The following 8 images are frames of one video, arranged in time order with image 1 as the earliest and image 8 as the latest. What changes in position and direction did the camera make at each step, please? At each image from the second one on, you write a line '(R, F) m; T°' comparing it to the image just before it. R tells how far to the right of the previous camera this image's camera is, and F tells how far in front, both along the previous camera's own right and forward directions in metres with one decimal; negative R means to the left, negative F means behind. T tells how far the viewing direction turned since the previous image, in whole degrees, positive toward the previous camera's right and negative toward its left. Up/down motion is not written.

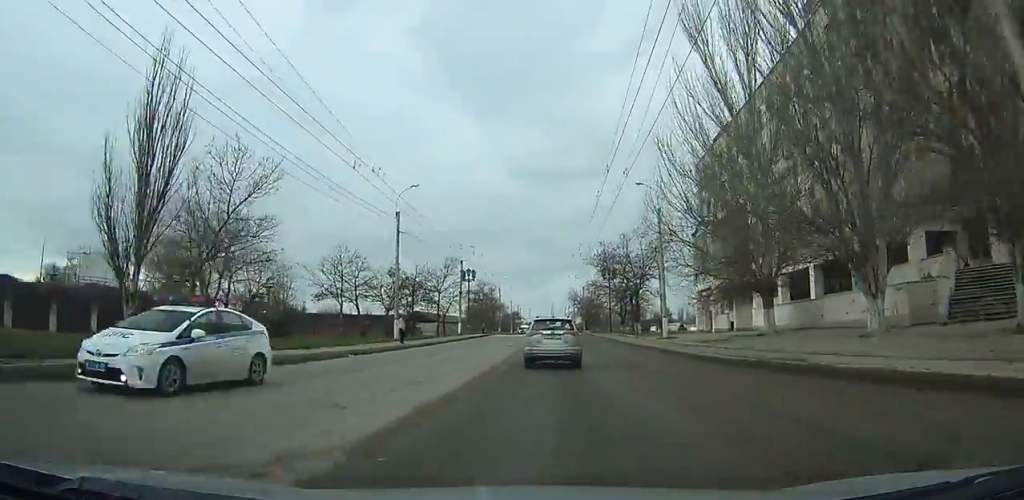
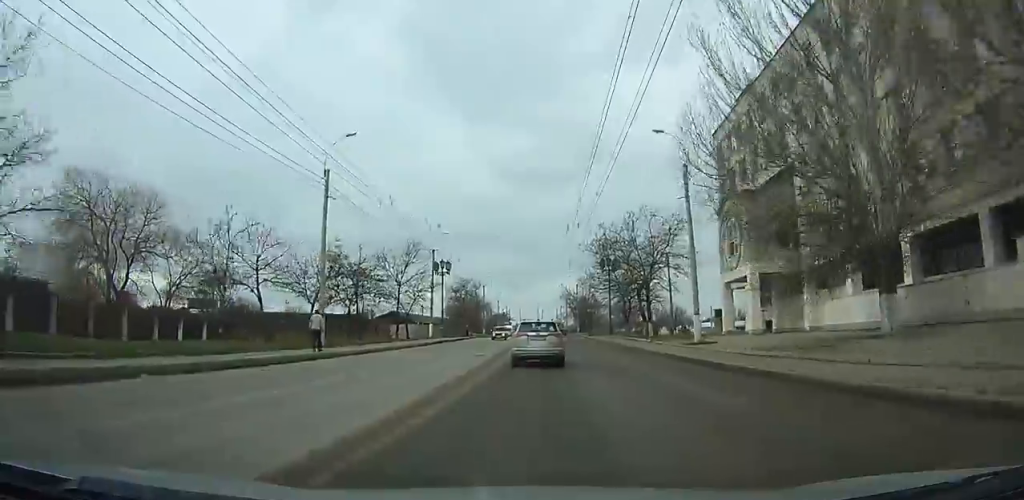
(0.0, +13.7) m; +1°
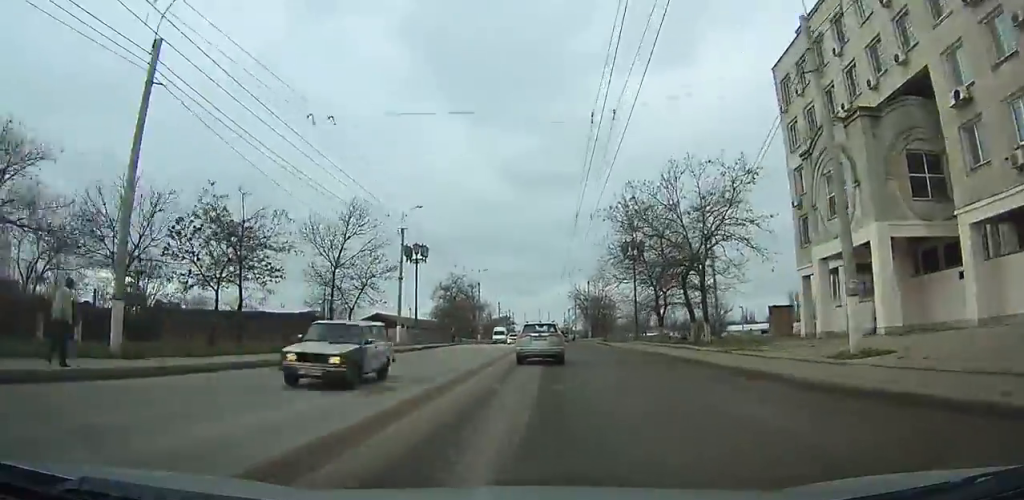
(+0.1, +17.3) m; +1°
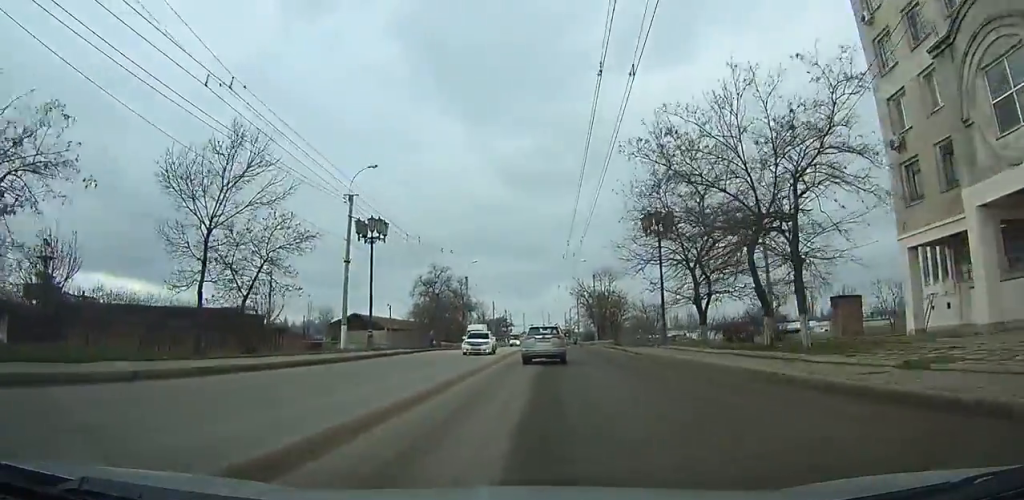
(+0.1, +13.6) m; +1°
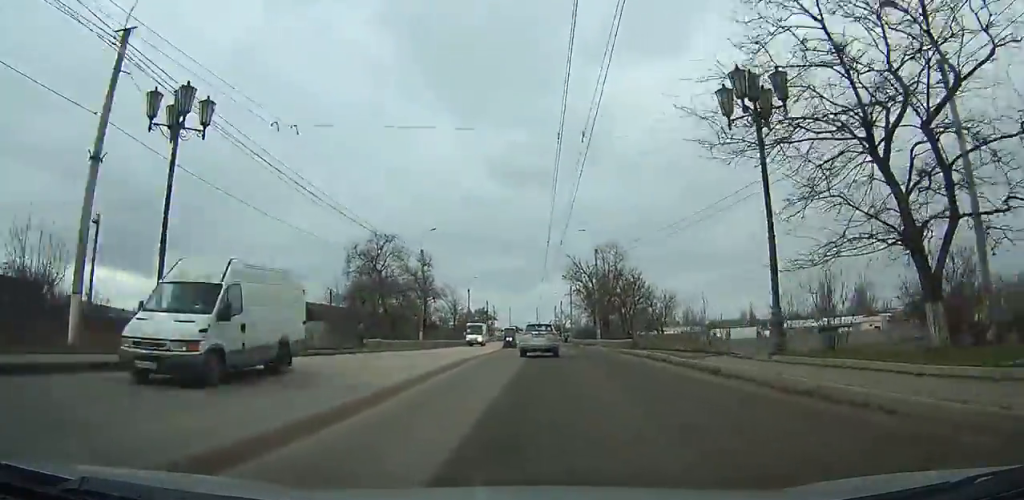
(+0.2, +23.1) m; -1°
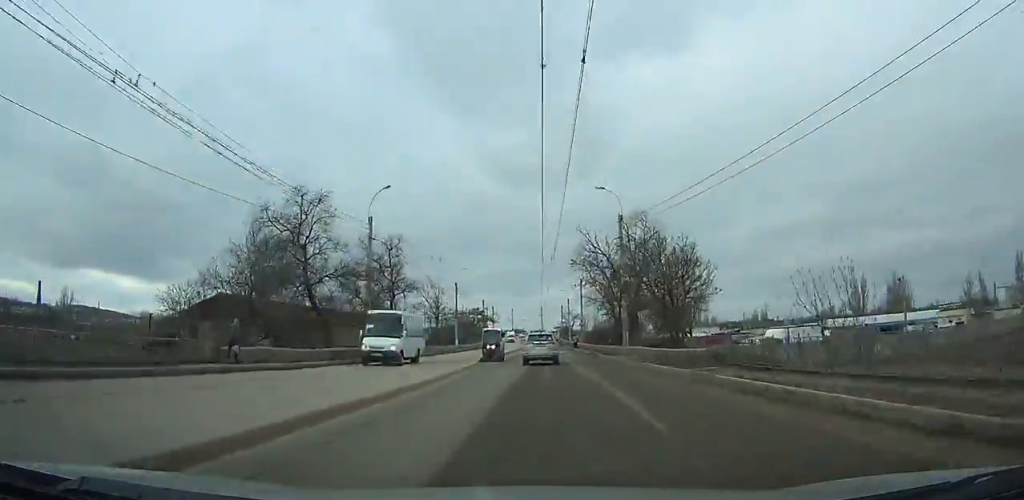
(-0.3, +19.5) m; -1°
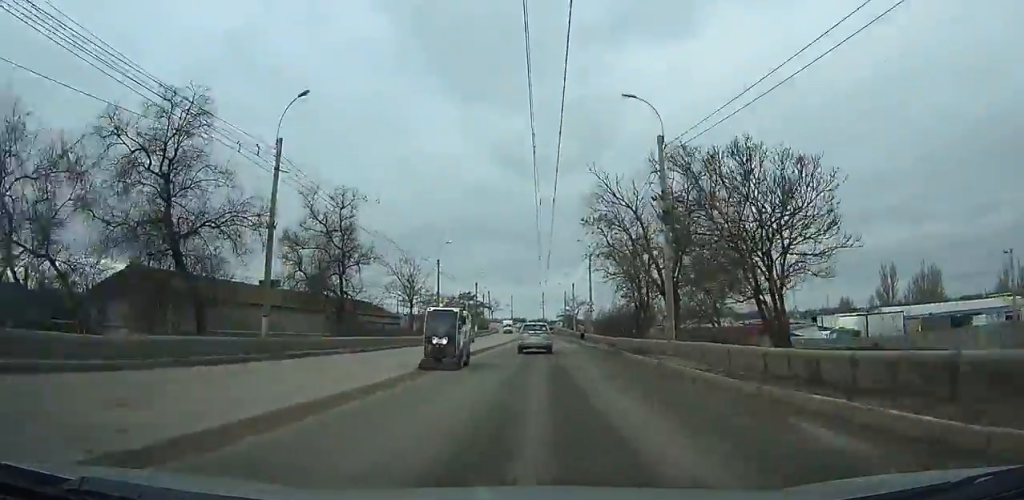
(-0.1, +15.6) m; -1°
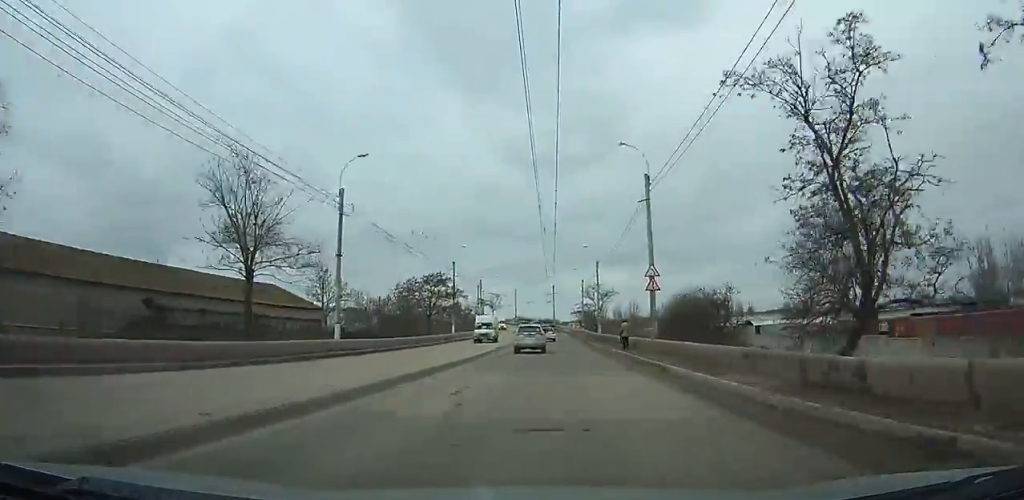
(-0.3, +37.0) m; 0°
